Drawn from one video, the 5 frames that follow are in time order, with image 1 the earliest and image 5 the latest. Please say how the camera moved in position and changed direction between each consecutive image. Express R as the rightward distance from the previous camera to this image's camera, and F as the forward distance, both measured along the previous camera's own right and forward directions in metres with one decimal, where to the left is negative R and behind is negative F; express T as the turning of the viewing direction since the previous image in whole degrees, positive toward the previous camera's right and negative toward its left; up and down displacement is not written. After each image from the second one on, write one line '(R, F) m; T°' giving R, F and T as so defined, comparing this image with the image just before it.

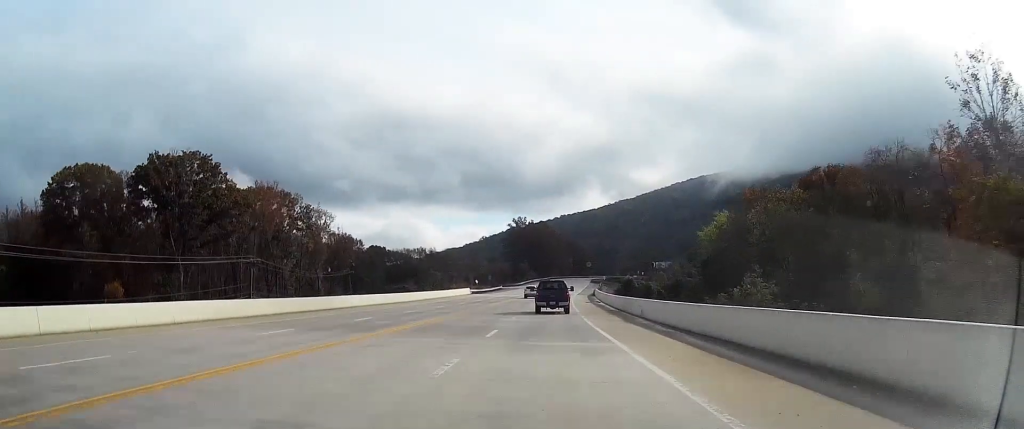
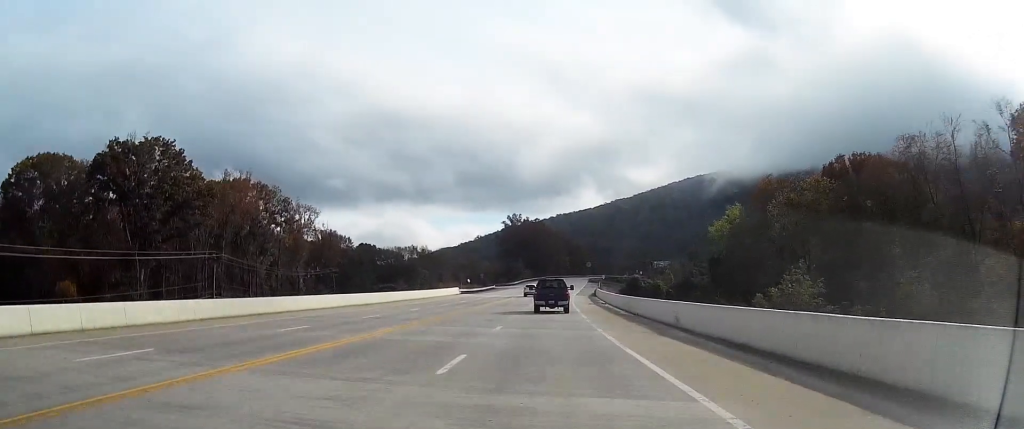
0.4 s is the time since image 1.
(0.0, +10.4) m; +1°
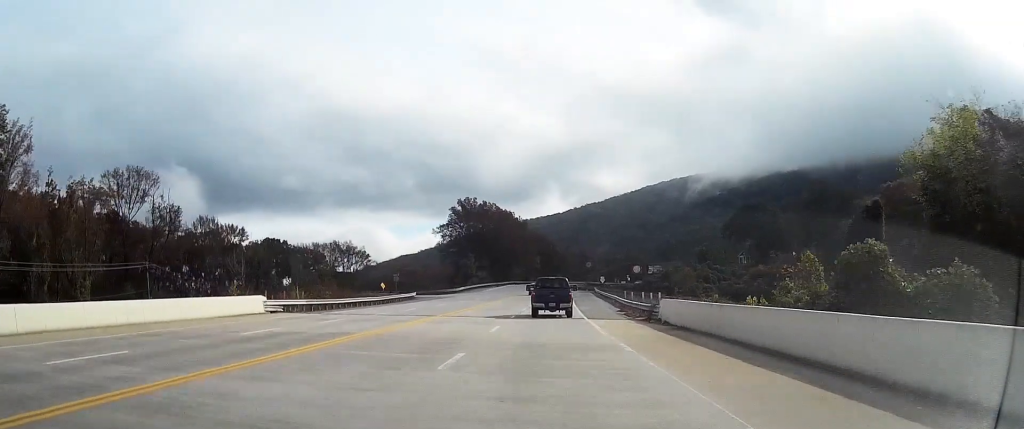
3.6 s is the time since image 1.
(+1.0, +73.8) m; +2°
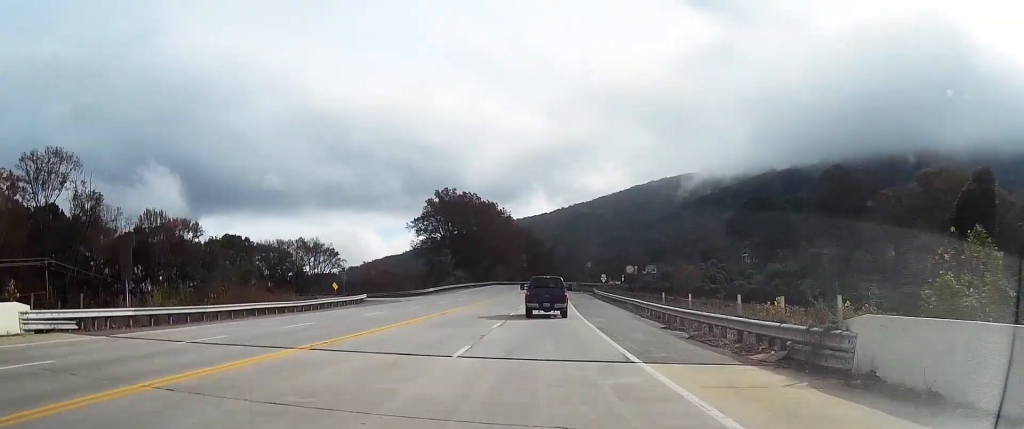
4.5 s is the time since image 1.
(+0.3, +21.8) m; +1°
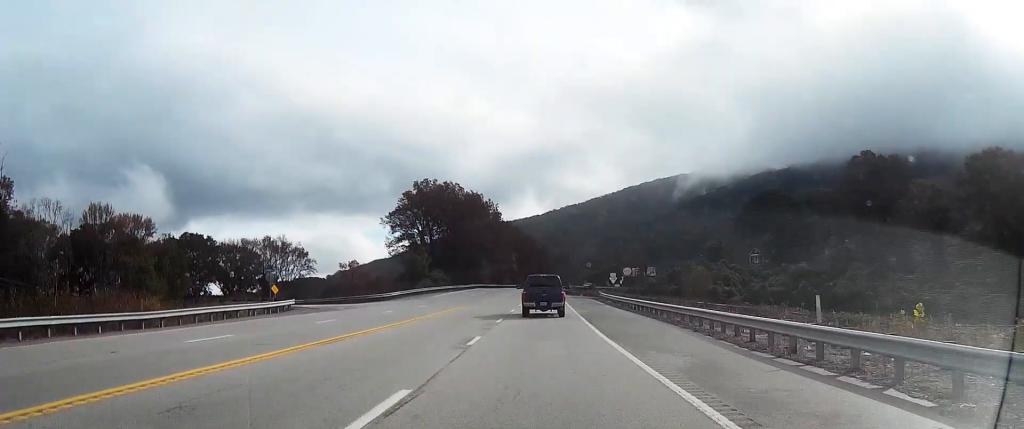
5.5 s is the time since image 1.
(0.0, +20.5) m; 0°
